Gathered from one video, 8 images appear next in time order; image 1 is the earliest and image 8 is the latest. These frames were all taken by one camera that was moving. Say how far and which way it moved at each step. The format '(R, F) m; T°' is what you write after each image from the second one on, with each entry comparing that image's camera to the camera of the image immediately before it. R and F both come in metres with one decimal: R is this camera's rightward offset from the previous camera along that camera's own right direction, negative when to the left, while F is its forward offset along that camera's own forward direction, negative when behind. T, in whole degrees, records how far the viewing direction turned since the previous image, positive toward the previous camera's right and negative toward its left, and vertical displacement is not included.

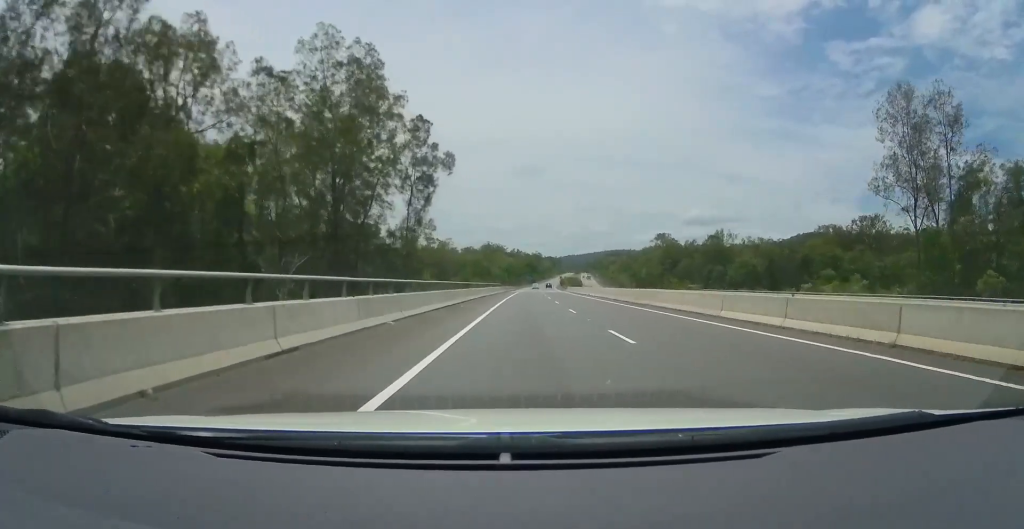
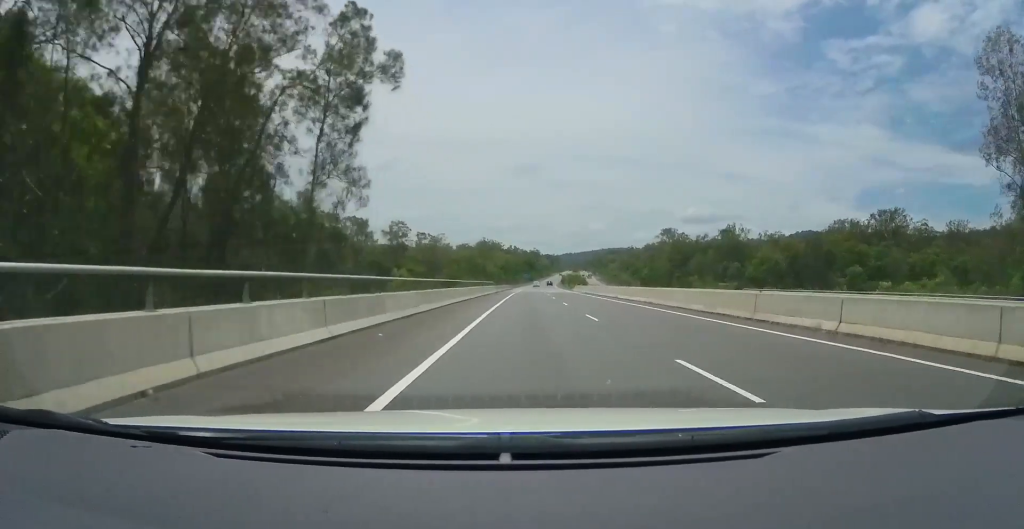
(-0.3, +17.9) m; 0°
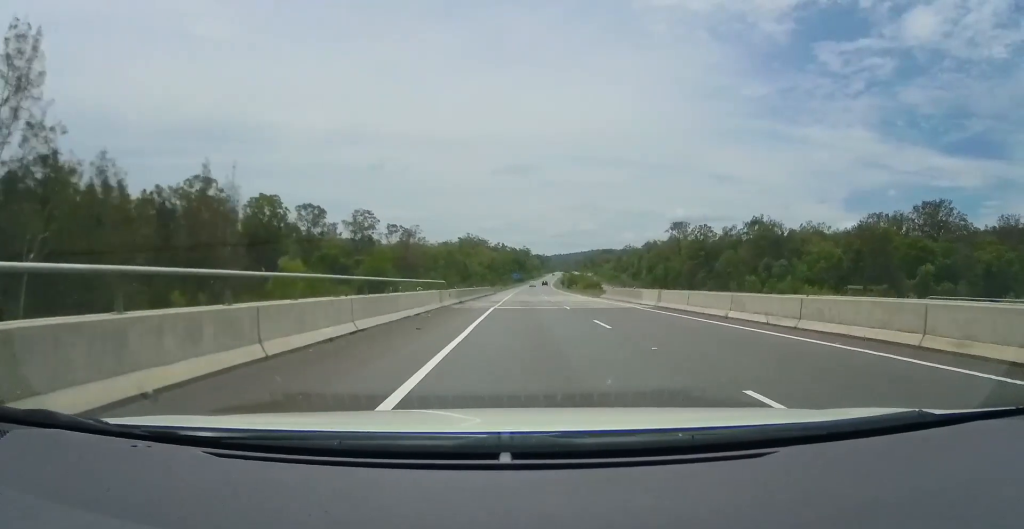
(+0.8, +37.8) m; +1°
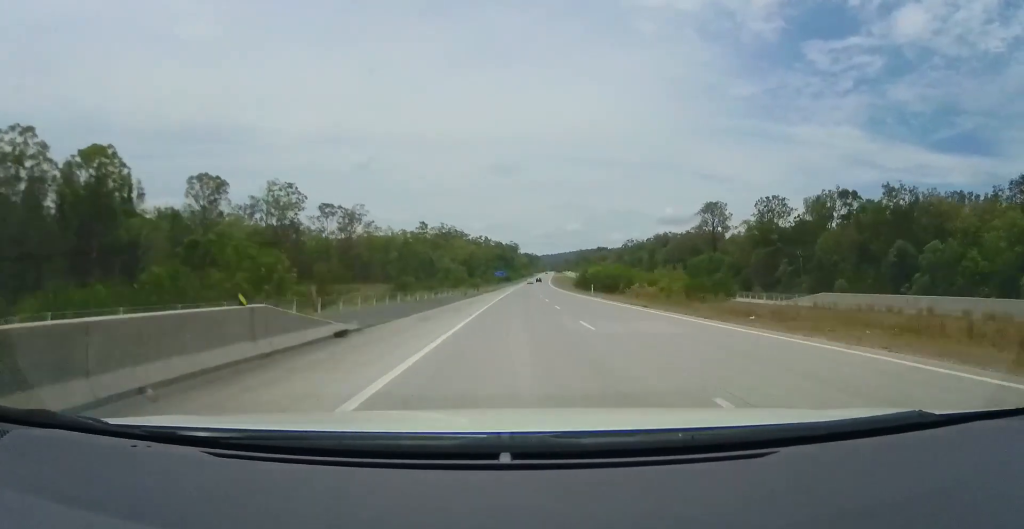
(+0.8, +59.8) m; +1°
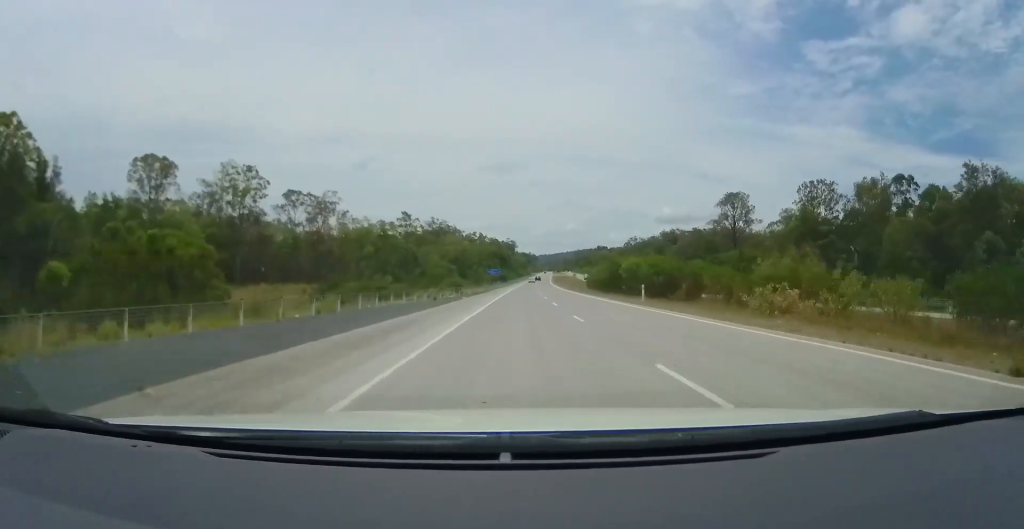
(-0.1, +22.2) m; 0°
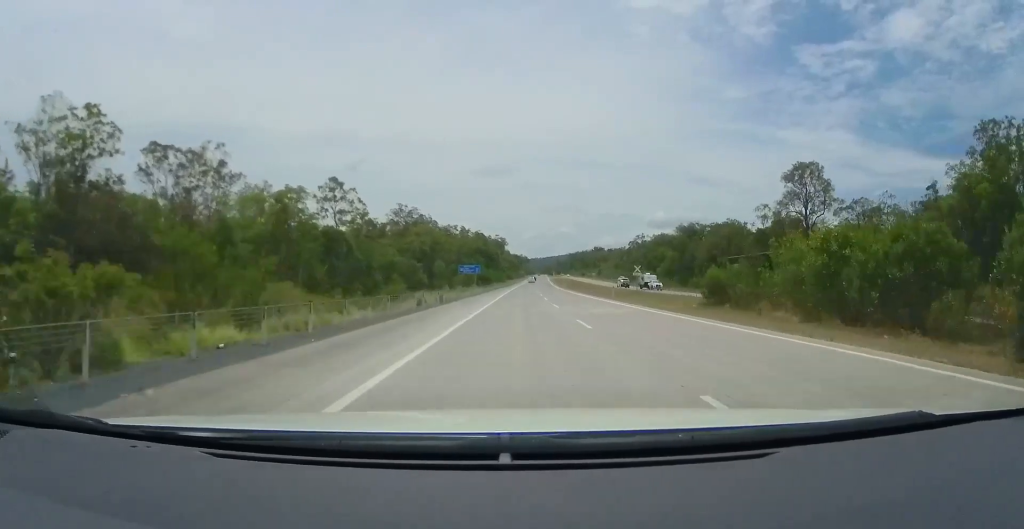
(+0.4, +49.3) m; +1°
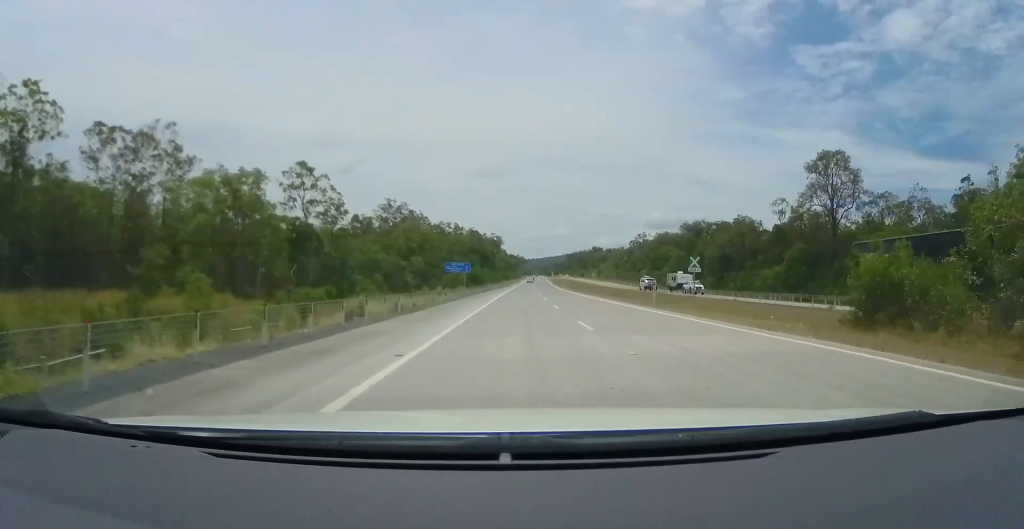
(+0.1, +12.9) m; +1°
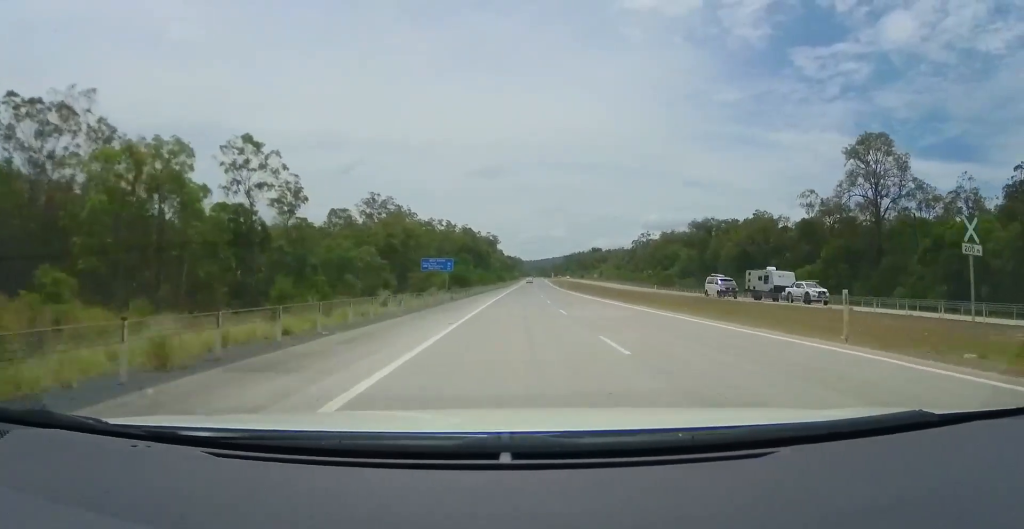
(+0.3, +16.4) m; +1°
